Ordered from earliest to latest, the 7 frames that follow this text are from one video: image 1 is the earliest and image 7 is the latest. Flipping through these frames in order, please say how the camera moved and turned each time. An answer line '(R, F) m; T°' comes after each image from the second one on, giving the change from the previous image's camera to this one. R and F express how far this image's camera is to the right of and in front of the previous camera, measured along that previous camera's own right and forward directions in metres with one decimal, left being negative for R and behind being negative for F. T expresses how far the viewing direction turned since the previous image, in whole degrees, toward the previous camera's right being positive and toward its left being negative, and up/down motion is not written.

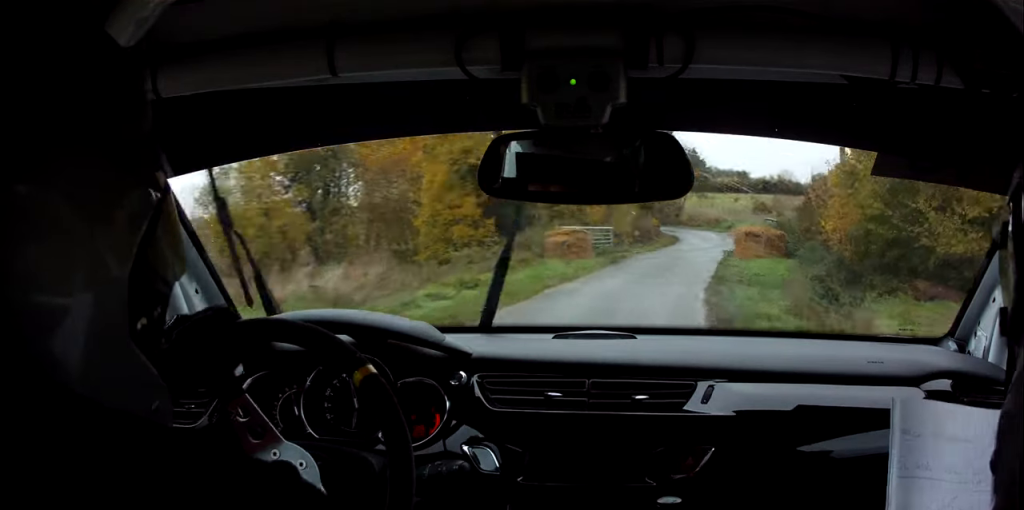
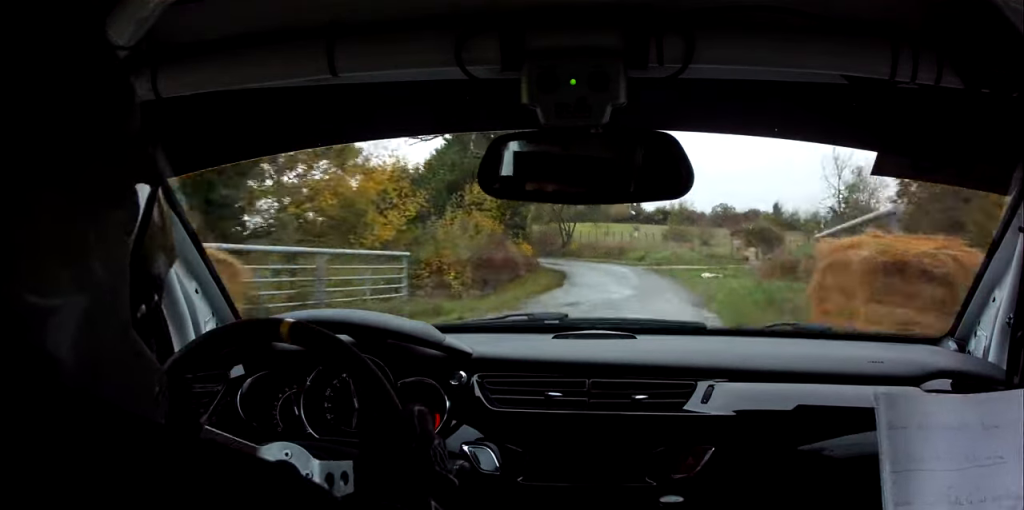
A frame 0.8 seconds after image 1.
(+1.3, +20.8) m; +4°
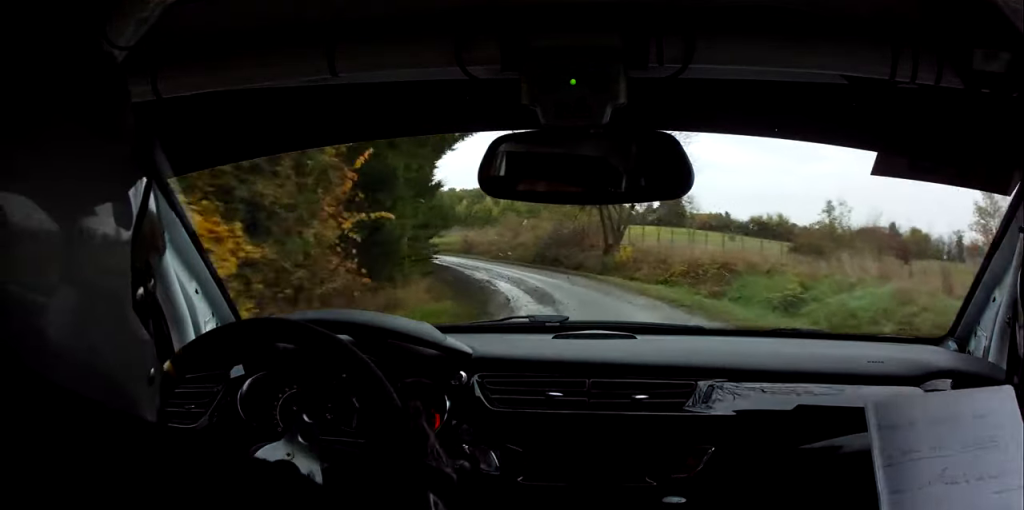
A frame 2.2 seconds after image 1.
(+0.8, +31.2) m; -2°
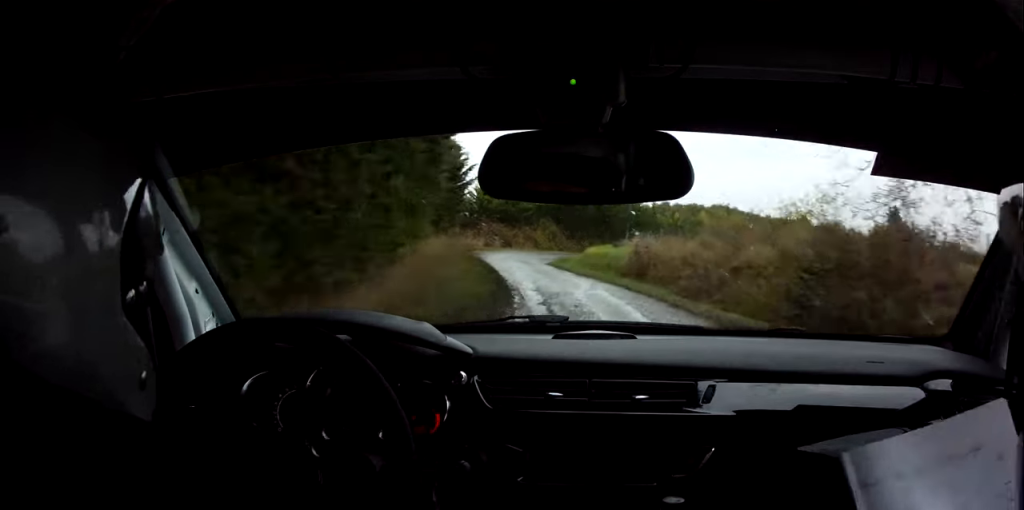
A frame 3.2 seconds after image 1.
(-1.9, +24.2) m; -8°
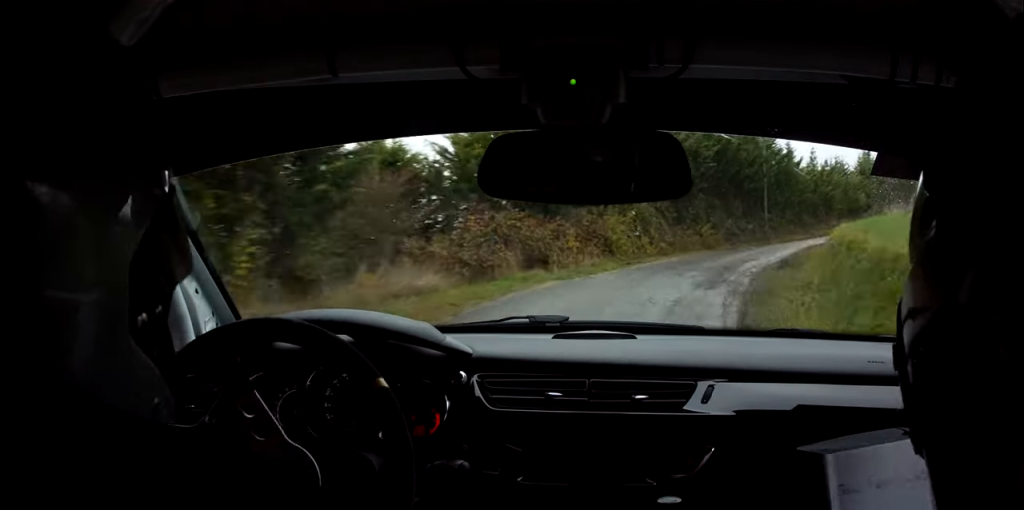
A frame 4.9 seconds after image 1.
(-5.1, +36.4) m; -11°
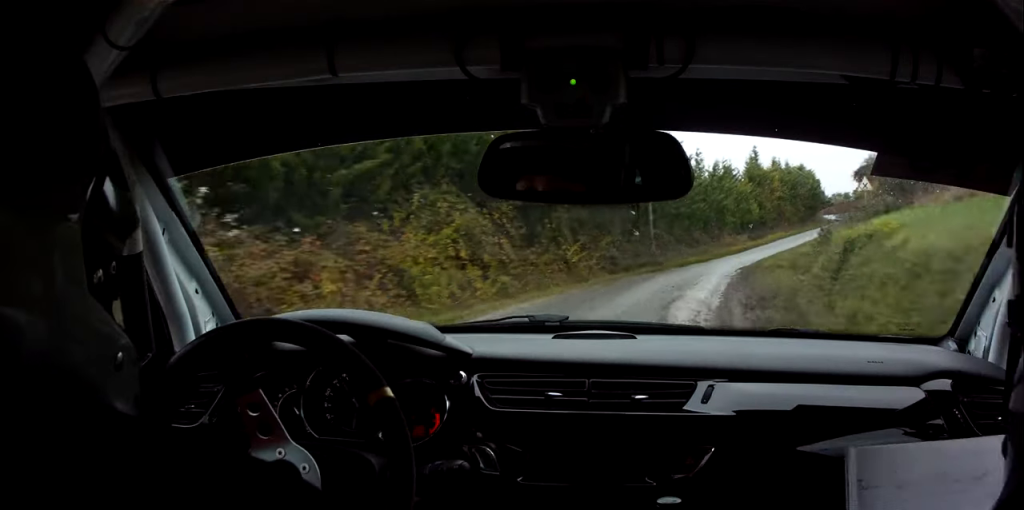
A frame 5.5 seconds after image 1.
(0.0, +12.1) m; +2°
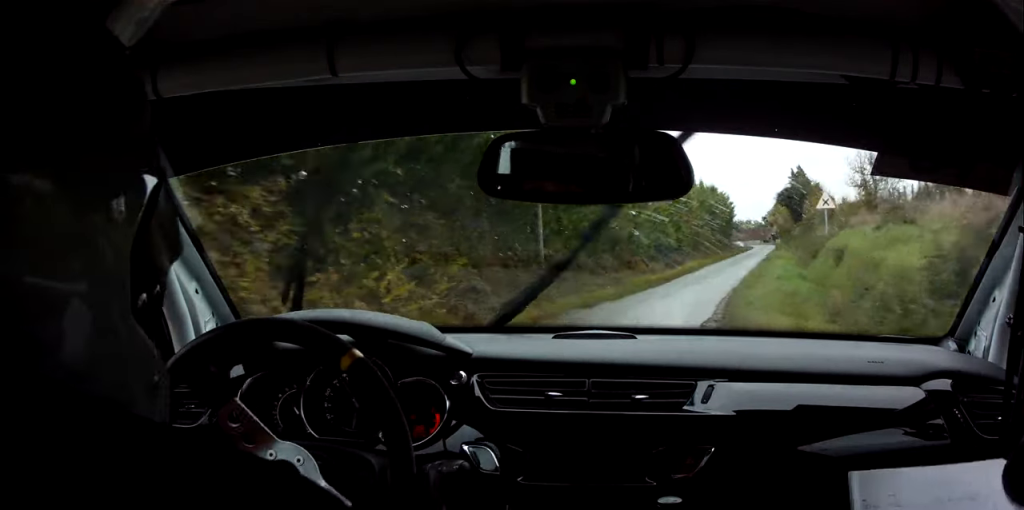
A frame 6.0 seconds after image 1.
(+0.1, +10.0) m; +4°
